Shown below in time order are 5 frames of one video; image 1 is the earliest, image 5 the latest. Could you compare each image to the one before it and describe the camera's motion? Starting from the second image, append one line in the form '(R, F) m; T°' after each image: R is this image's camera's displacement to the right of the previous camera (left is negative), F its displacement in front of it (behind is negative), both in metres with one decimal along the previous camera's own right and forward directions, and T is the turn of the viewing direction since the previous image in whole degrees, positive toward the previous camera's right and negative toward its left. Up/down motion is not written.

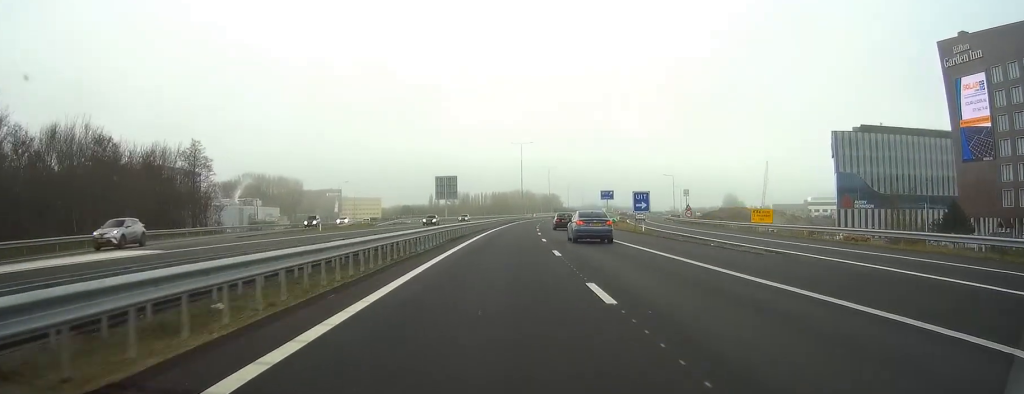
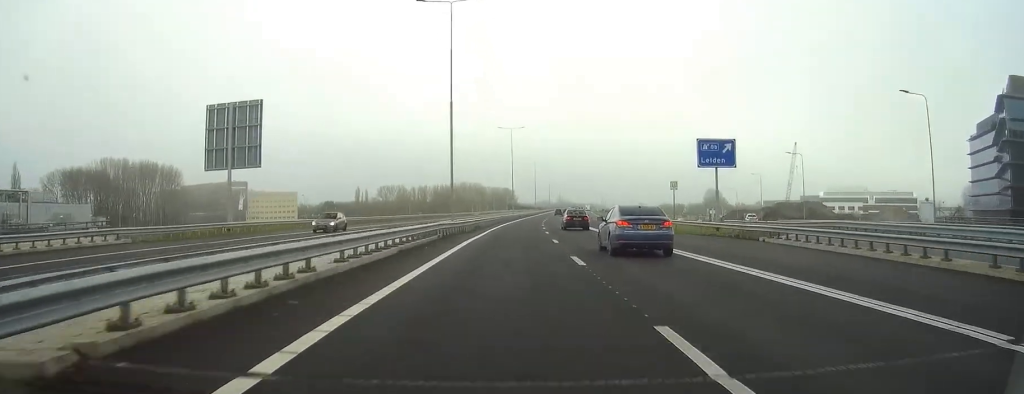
(+2.6, +113.0) m; +3°
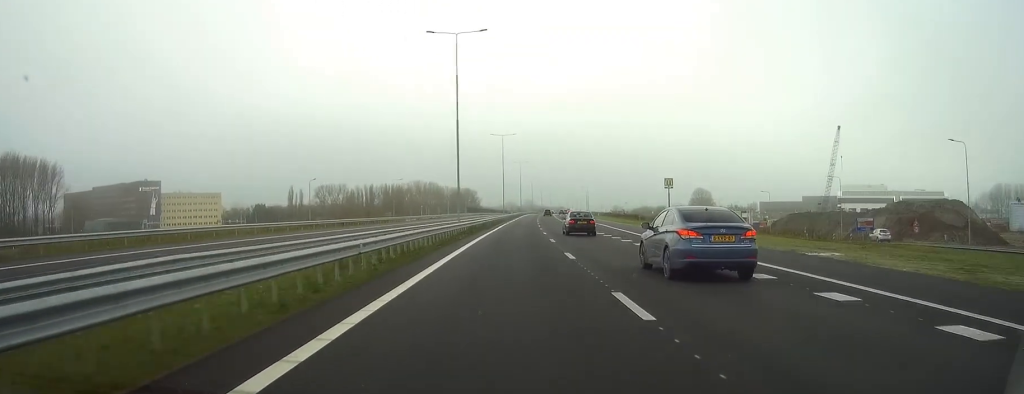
(+2.5, +79.7) m; +3°
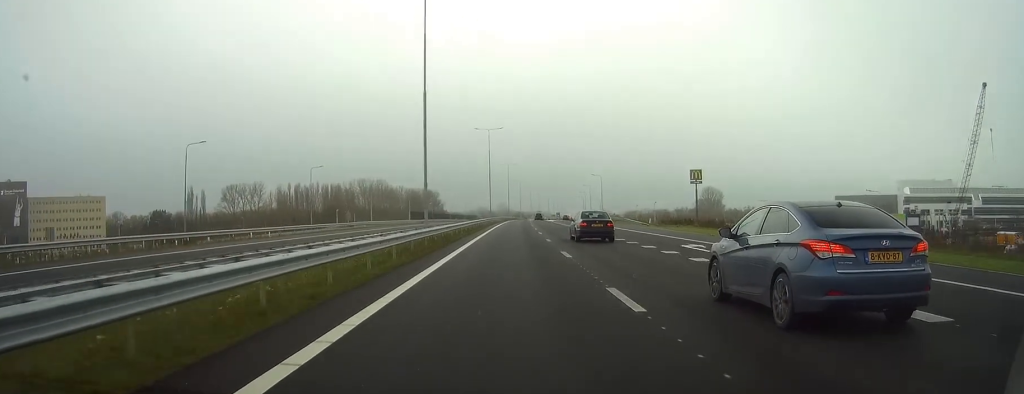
(+2.5, +106.8) m; +3°
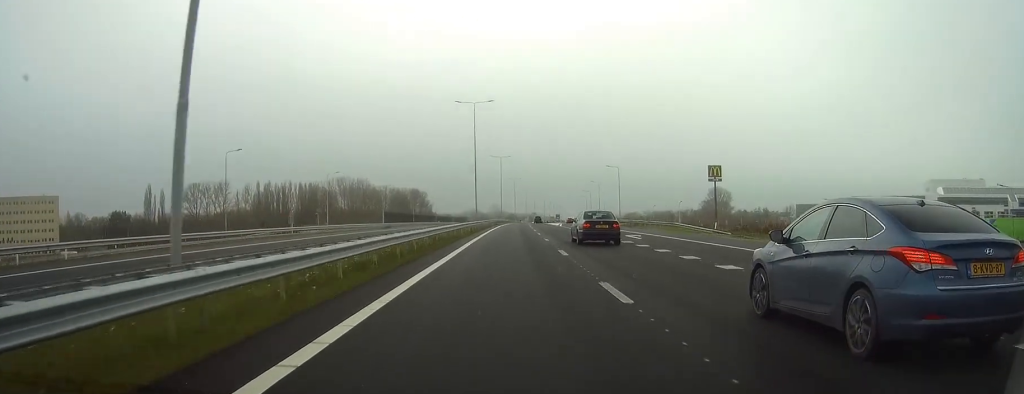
(+0.3, +35.1) m; +1°
